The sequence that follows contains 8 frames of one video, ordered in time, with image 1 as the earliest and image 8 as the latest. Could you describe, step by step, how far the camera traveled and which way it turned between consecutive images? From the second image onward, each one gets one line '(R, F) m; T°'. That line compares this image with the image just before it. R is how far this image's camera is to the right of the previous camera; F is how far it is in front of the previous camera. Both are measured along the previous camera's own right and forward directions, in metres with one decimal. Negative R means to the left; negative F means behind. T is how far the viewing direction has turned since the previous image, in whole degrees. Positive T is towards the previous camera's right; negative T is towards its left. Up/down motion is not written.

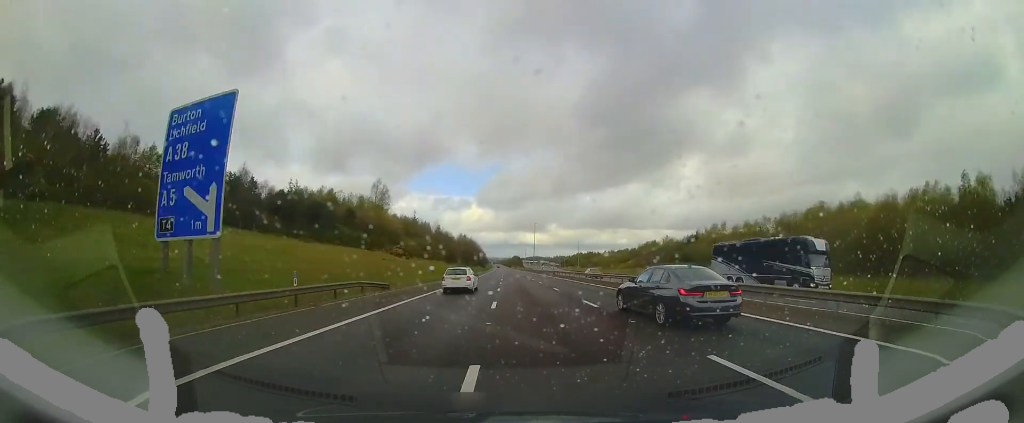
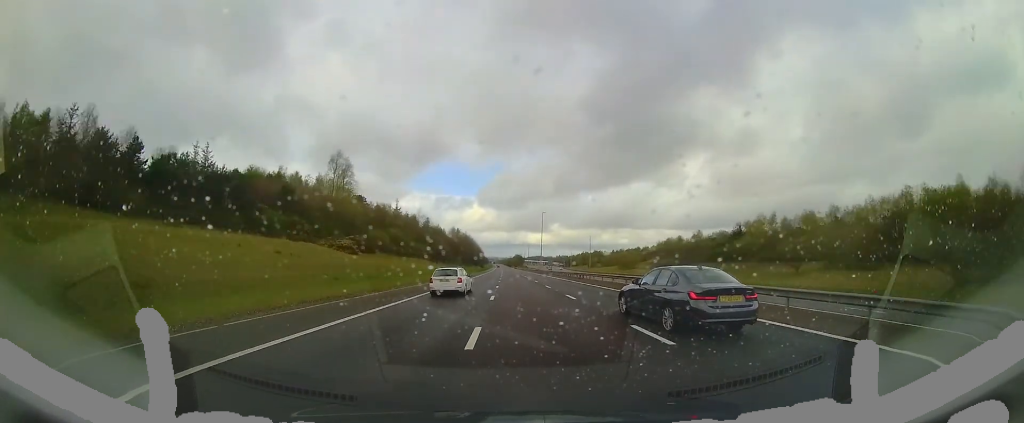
(-0.3, +24.0) m; 0°
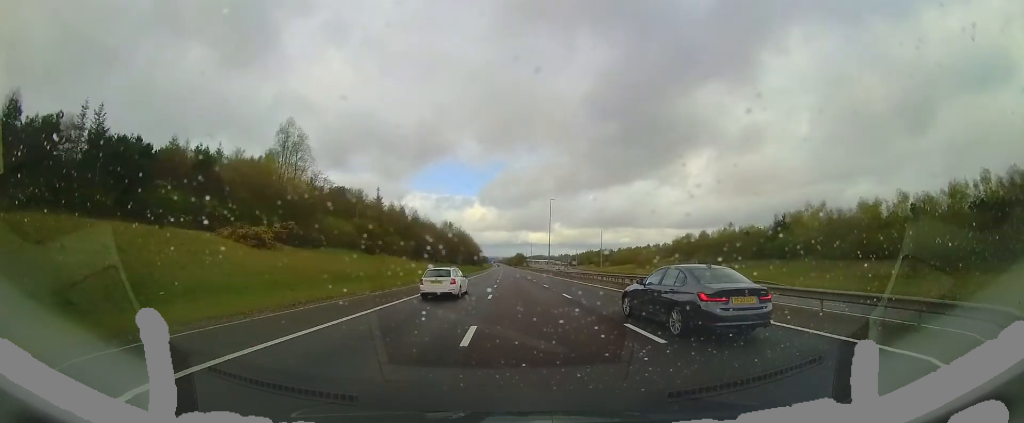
(0.0, +17.7) m; 0°
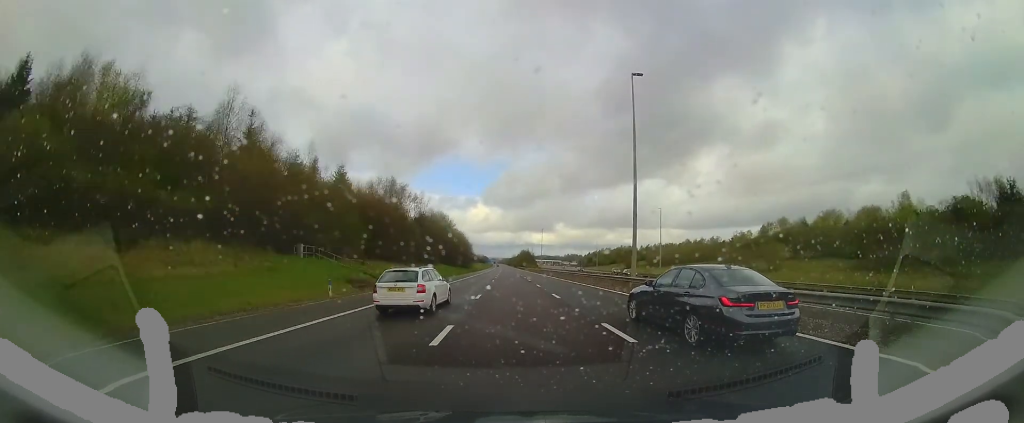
(+1.0, +54.0) m; +2°
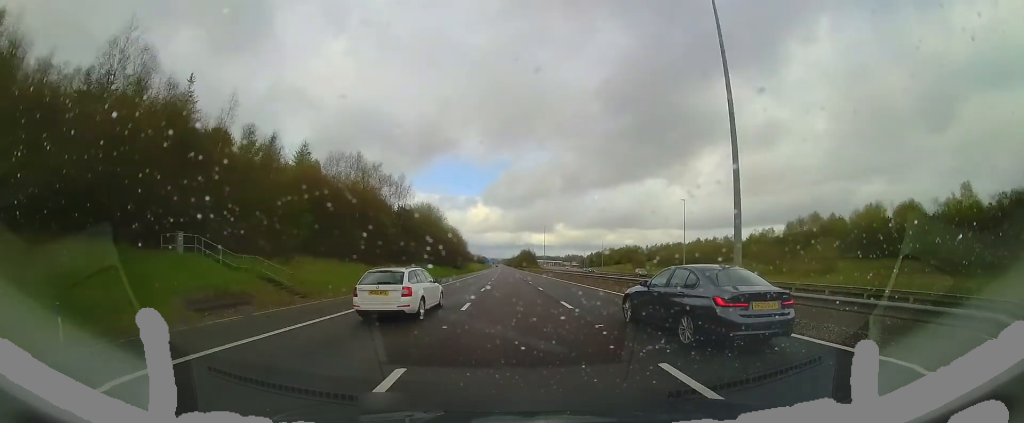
(0.0, +12.6) m; -1°
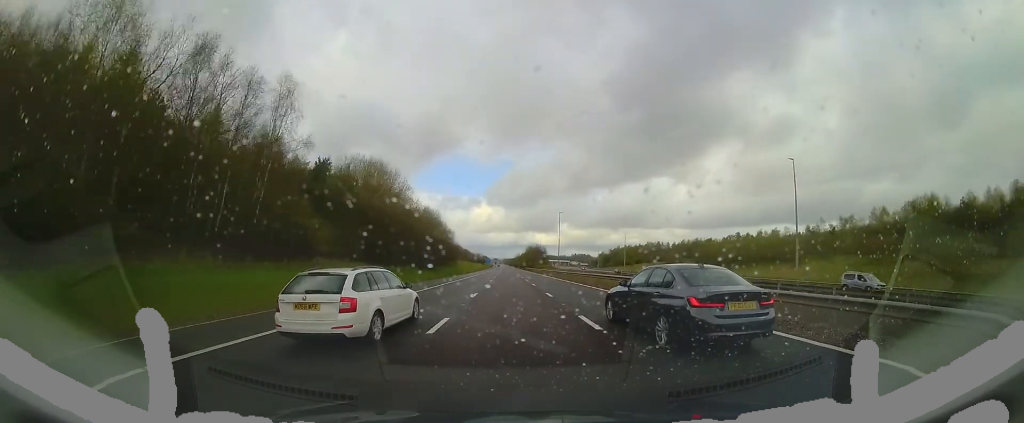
(-0.3, +31.3) m; -1°
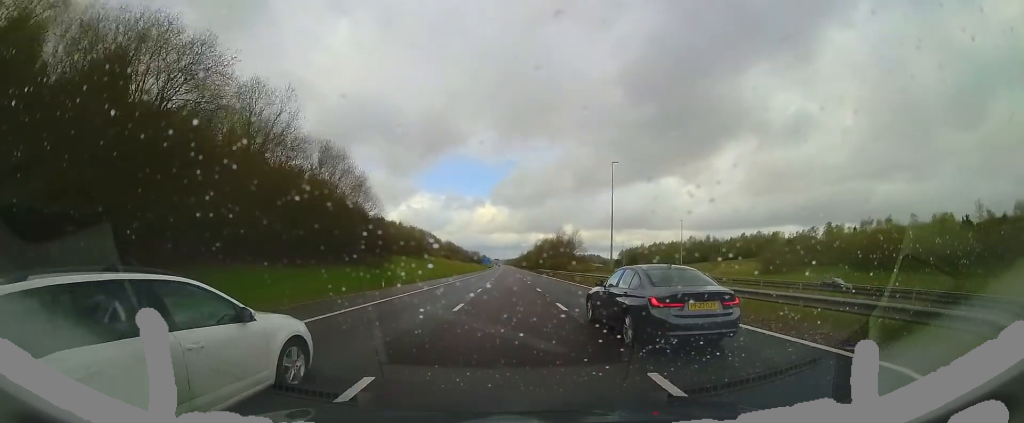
(-0.1, +49.9) m; 0°
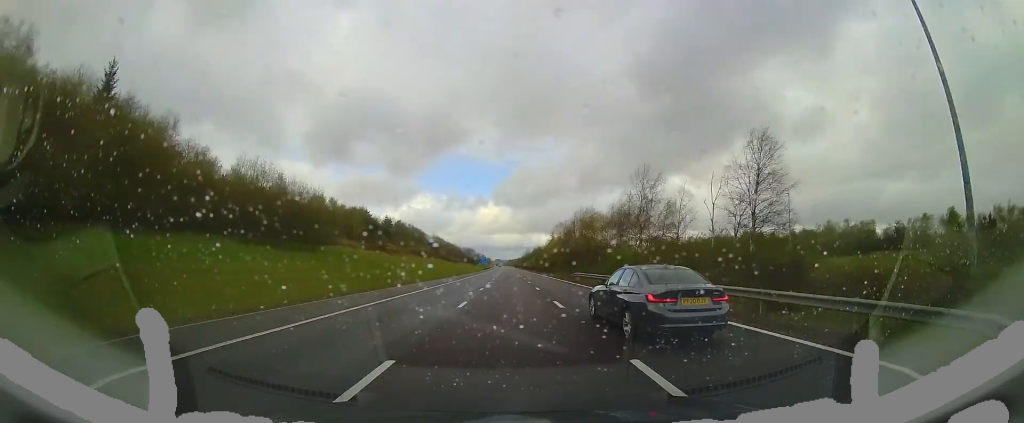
(-0.1, +43.6) m; -1°
